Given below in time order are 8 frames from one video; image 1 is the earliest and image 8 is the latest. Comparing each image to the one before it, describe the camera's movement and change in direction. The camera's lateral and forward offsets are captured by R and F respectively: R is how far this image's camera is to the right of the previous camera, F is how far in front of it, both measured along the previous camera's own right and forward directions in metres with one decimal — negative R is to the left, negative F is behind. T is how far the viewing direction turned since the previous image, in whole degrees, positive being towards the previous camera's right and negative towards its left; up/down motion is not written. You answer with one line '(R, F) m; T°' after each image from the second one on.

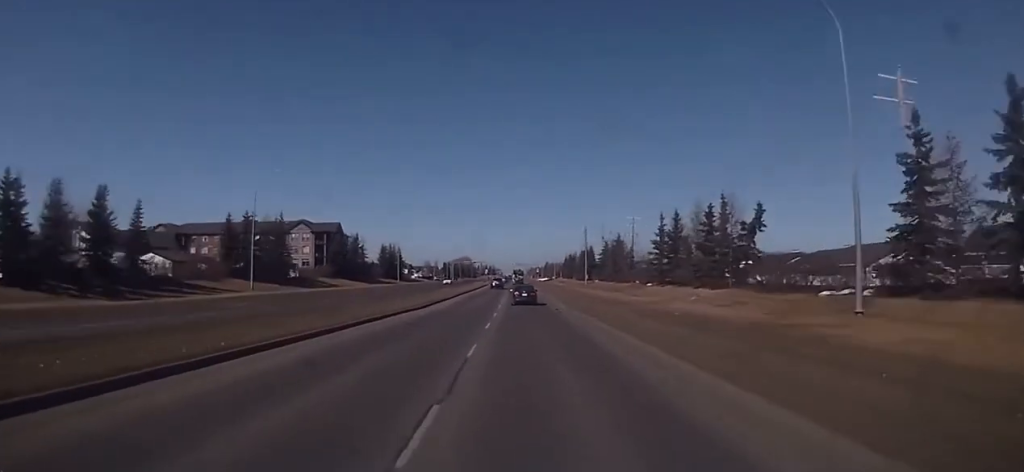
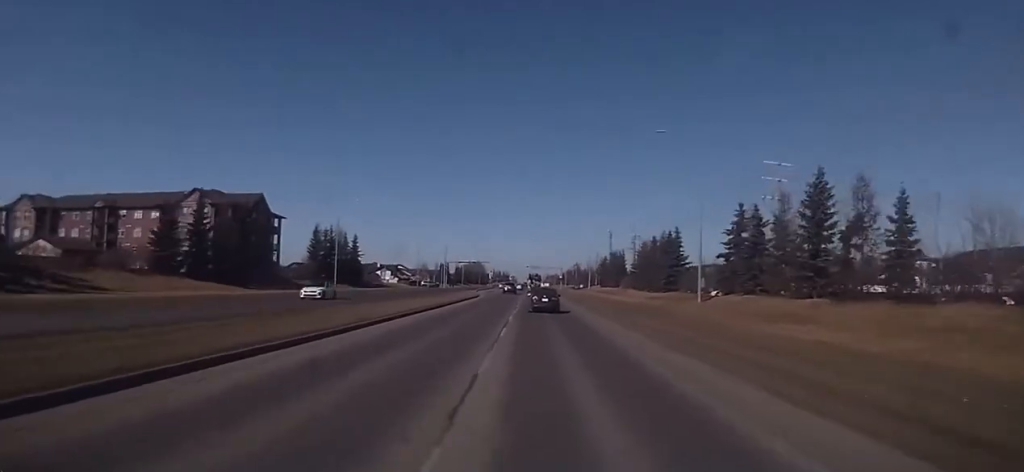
(-0.8, +62.8) m; -2°
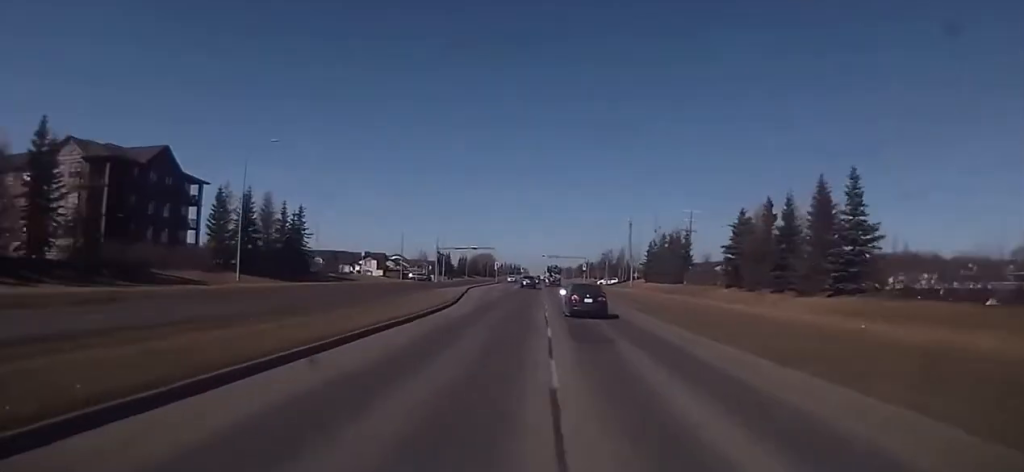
(0.0, +37.4) m; 0°
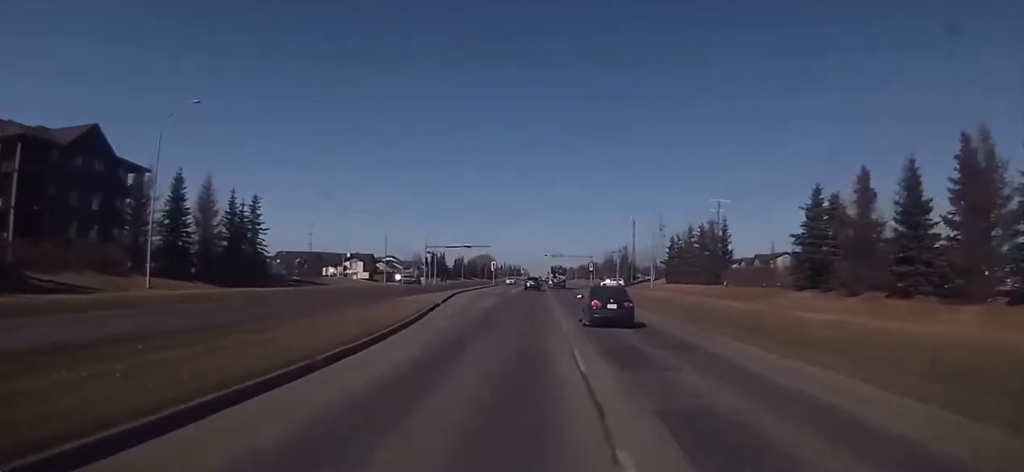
(0.0, +15.4) m; 0°
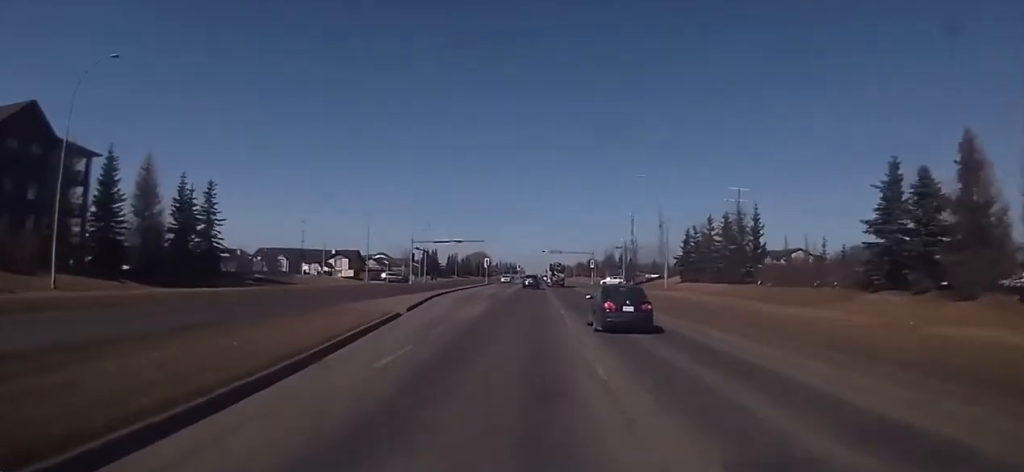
(-0.1, +10.3) m; 0°
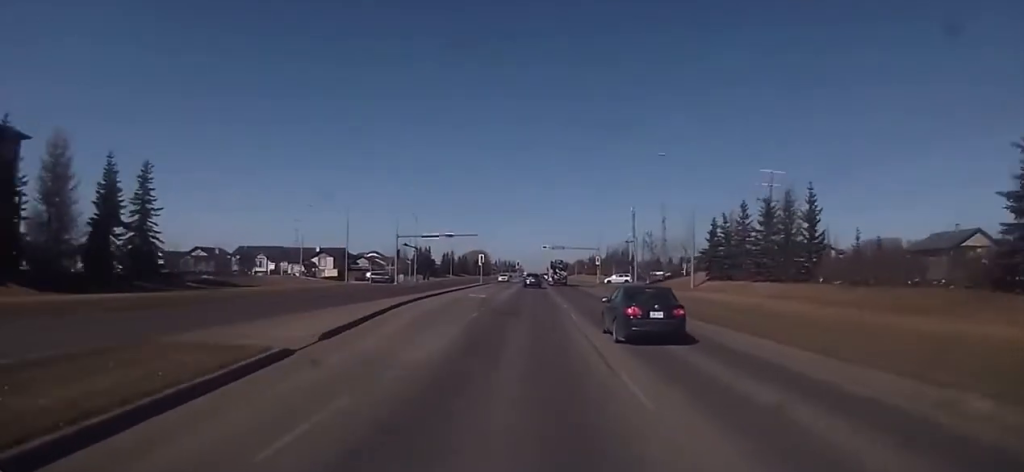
(-0.1, +12.0) m; 0°
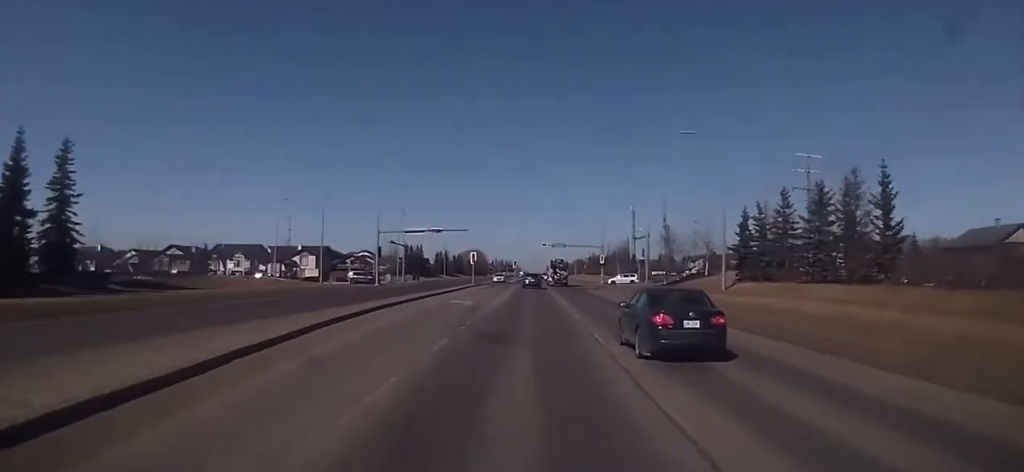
(+0.1, +10.7) m; 0°
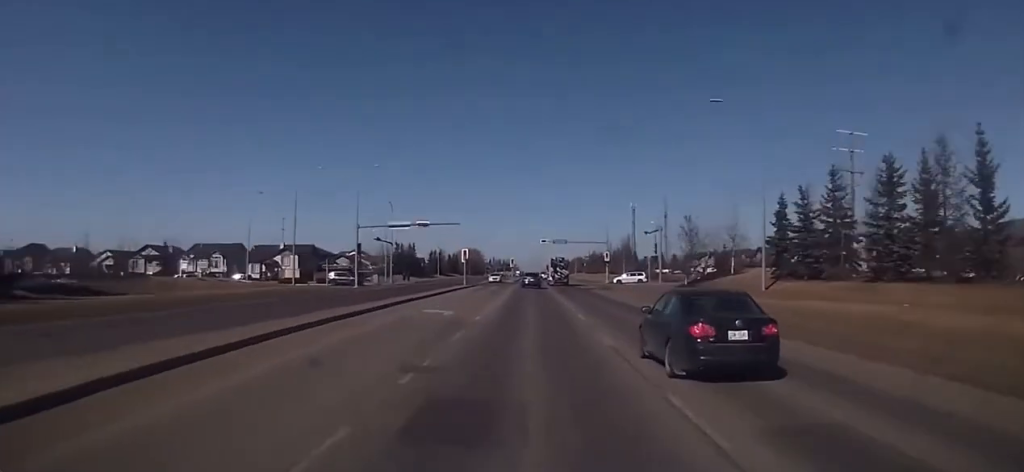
(+0.1, +9.9) m; 0°
